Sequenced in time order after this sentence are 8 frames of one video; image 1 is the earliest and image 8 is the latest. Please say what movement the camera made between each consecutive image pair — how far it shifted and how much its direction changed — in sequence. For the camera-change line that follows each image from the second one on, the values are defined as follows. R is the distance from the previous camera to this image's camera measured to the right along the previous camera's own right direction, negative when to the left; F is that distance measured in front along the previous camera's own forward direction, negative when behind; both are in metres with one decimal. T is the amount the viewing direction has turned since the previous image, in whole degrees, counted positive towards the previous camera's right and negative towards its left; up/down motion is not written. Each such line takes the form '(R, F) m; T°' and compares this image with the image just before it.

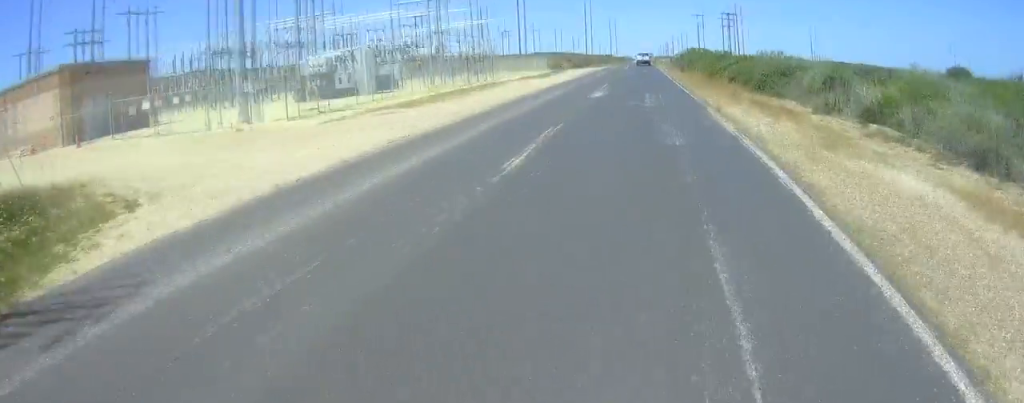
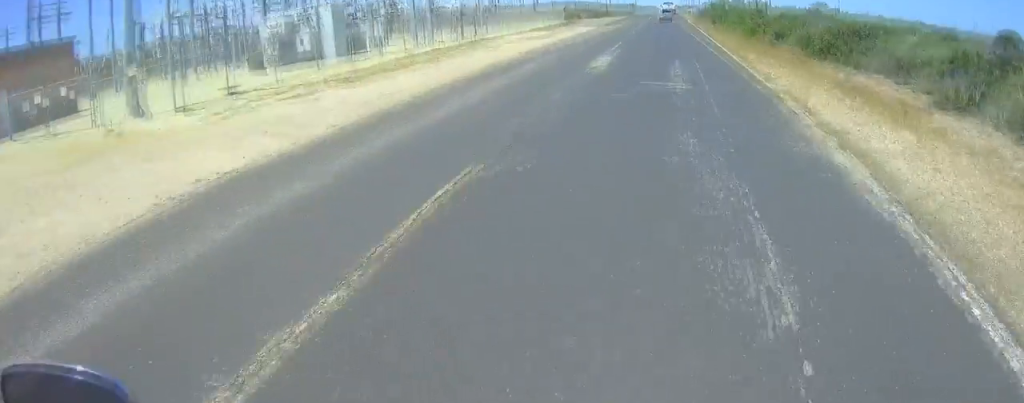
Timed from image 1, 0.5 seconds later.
(0.0, +8.4) m; -1°
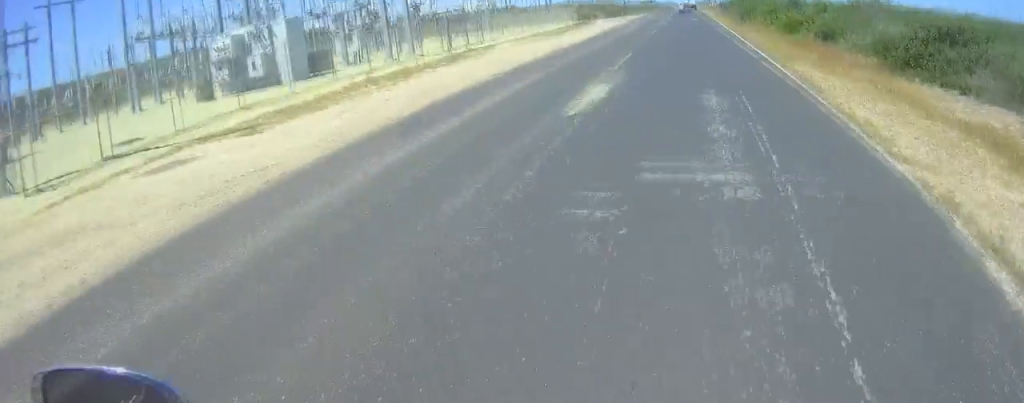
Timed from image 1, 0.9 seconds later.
(-0.1, +6.9) m; 0°
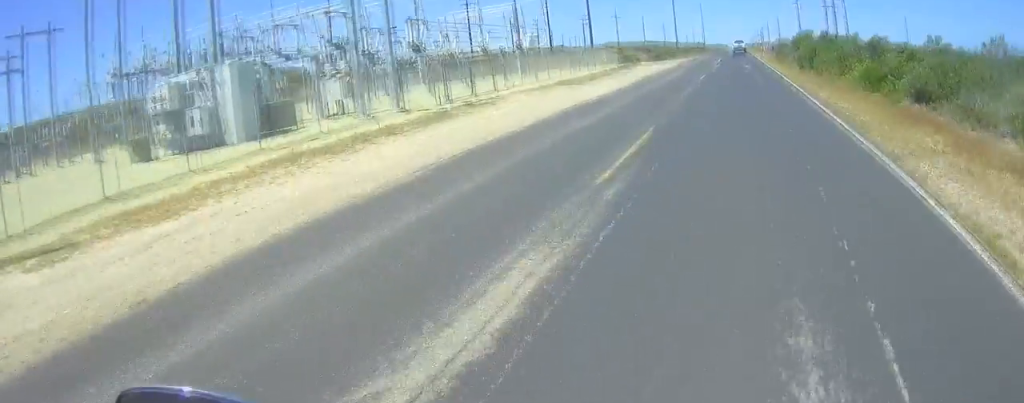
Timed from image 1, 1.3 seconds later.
(-0.2, +7.4) m; 0°
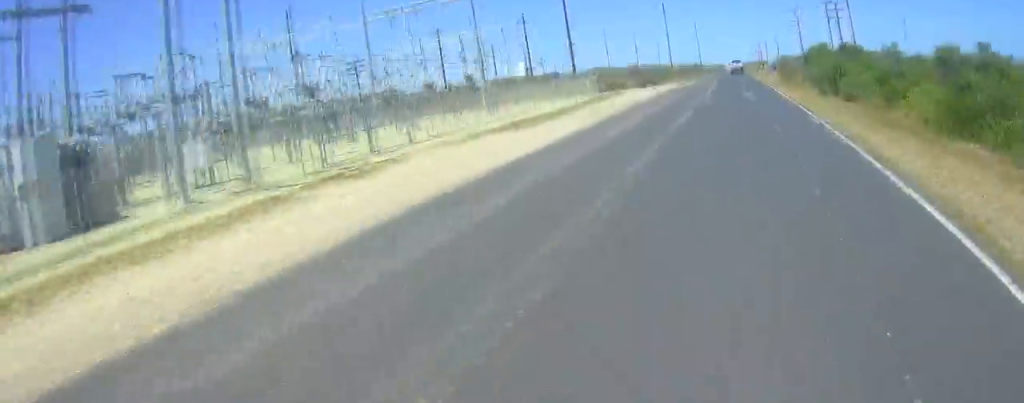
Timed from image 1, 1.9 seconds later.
(+0.2, +9.7) m; 0°
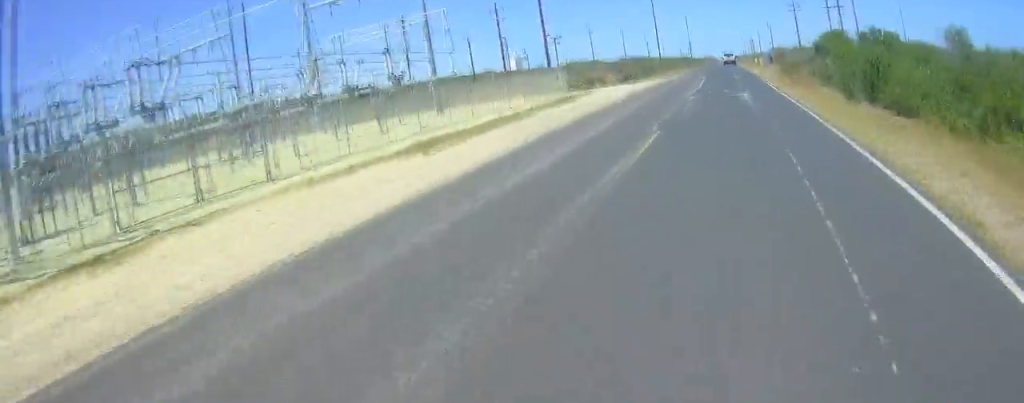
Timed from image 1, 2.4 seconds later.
(+0.2, +8.6) m; 0°
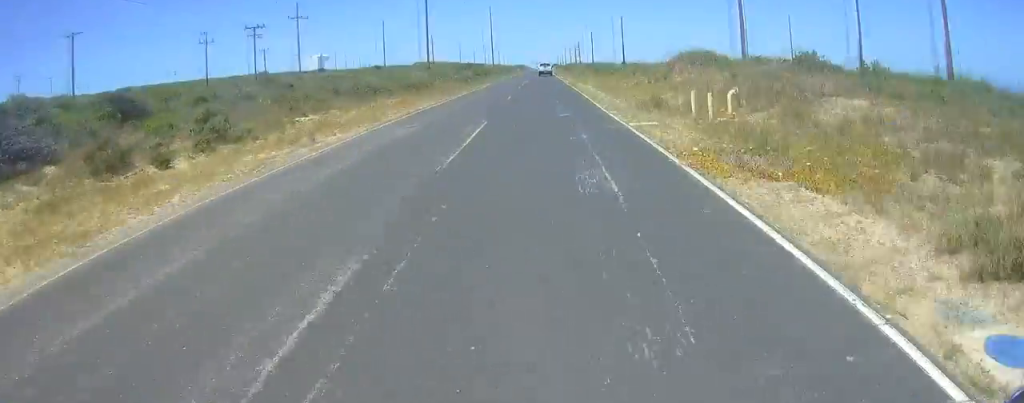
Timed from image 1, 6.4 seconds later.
(+1.5, +72.3) m; 0°
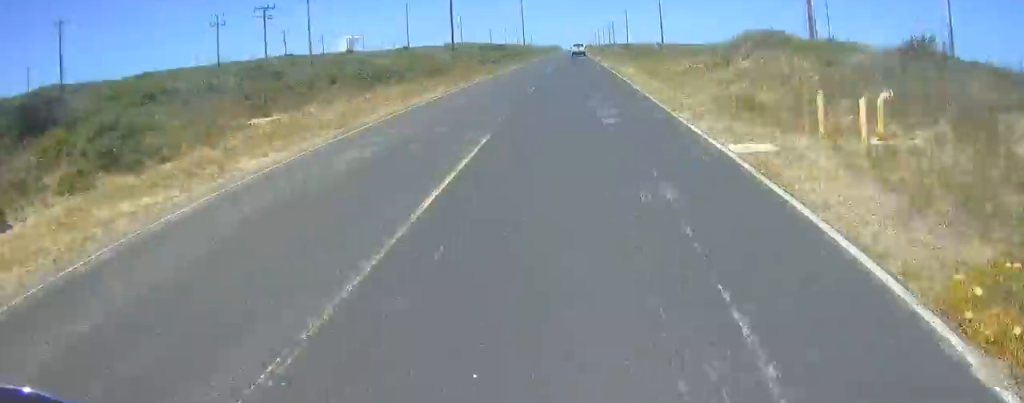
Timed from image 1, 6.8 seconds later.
(-0.2, +7.4) m; 0°
